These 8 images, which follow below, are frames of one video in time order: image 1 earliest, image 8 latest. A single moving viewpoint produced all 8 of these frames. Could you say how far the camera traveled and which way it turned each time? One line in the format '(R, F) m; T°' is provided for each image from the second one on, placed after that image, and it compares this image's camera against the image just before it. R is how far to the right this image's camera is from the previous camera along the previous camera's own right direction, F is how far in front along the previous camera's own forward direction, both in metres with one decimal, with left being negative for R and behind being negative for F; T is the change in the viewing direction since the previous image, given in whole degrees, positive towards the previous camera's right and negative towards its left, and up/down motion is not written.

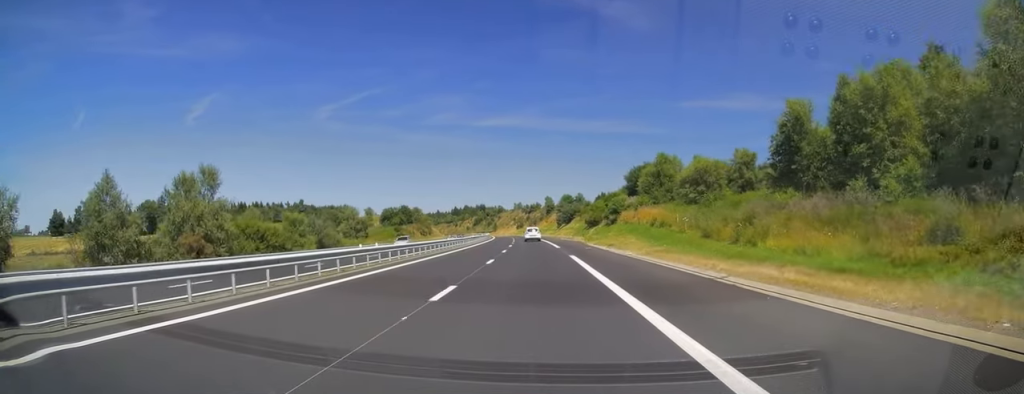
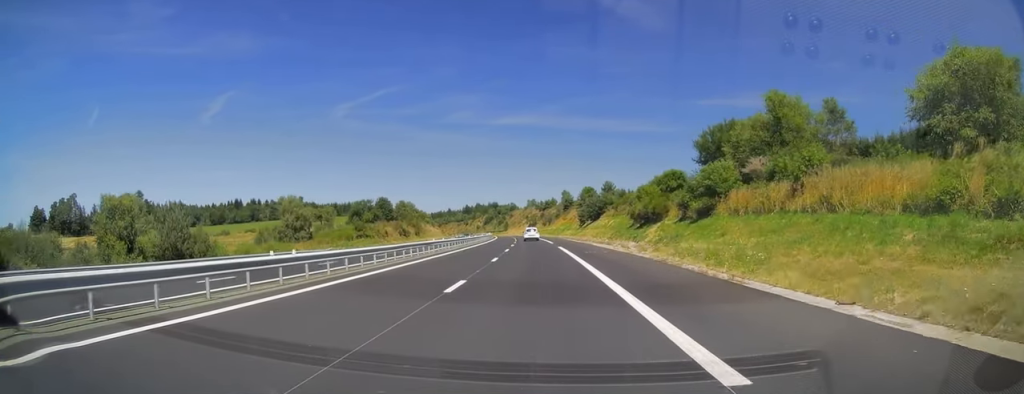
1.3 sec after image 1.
(0.0, +37.4) m; -1°
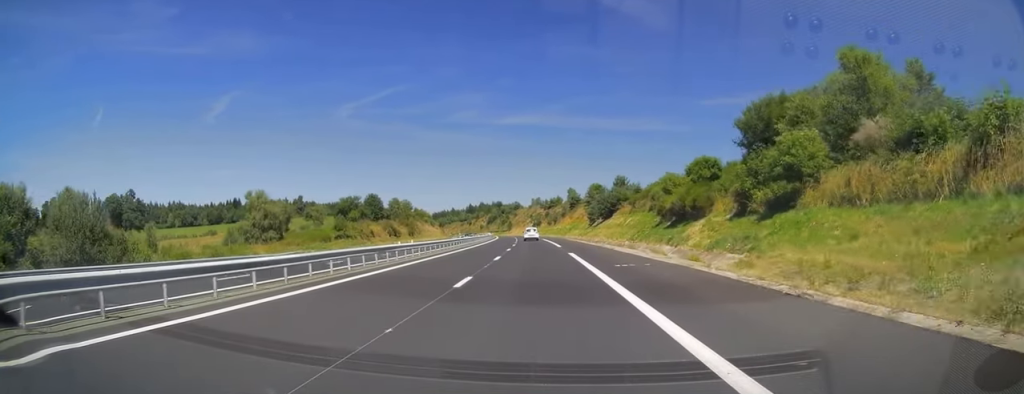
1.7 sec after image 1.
(-0.1, +11.8) m; 0°
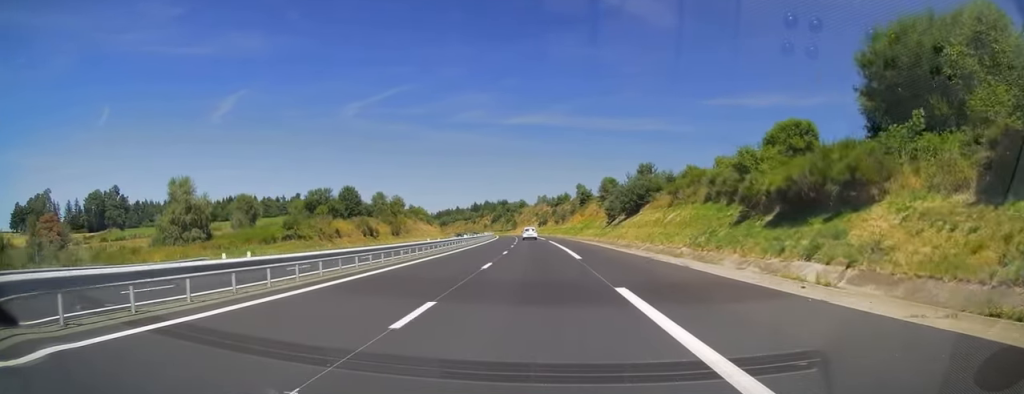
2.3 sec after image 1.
(-0.5, +19.2) m; -1°
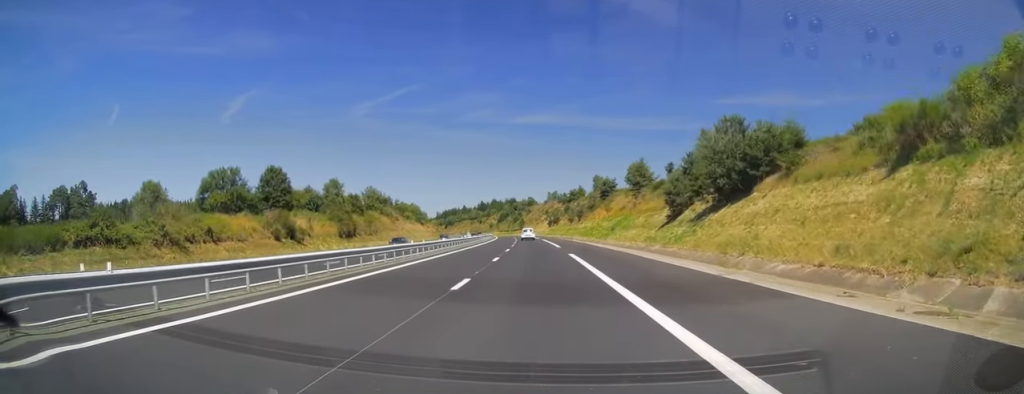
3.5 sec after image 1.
(0.0, +33.4) m; -1°
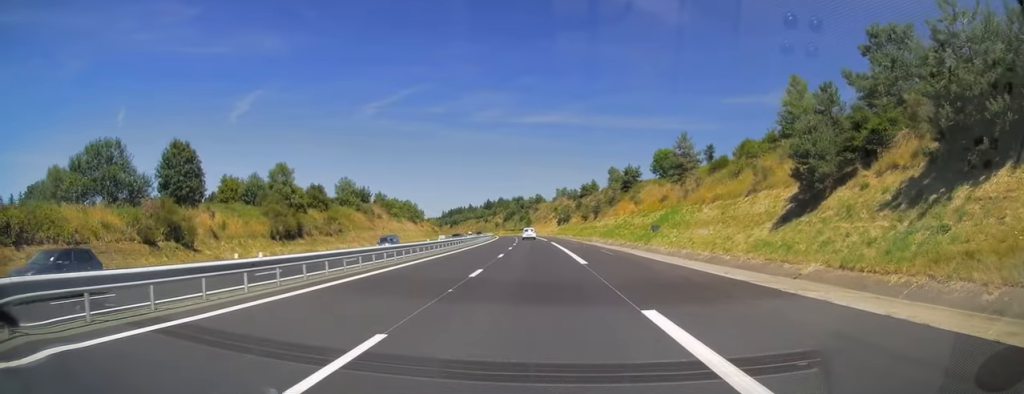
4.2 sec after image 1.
(-0.3, +22.1) m; -1°
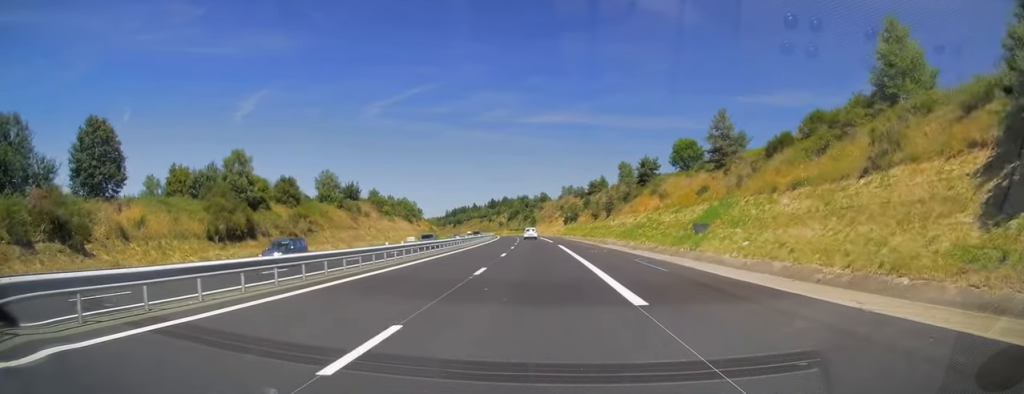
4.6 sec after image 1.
(-0.1, +12.3) m; -1°
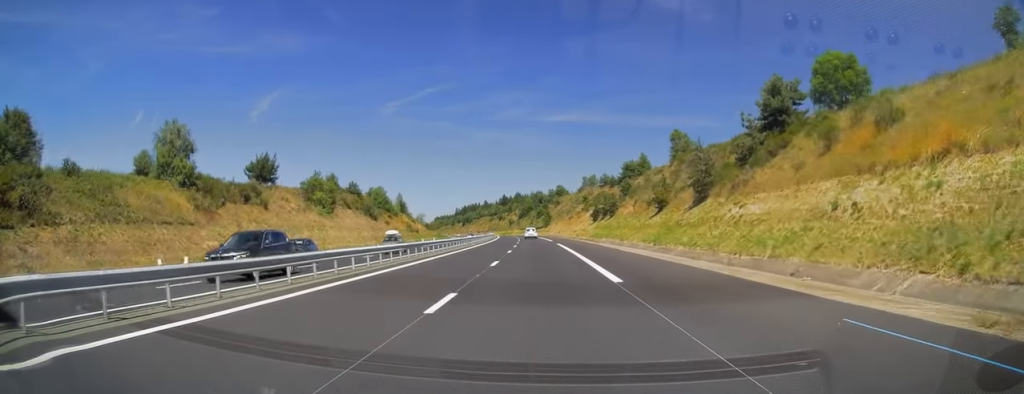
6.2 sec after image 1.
(-0.8, +47.8) m; -2°
